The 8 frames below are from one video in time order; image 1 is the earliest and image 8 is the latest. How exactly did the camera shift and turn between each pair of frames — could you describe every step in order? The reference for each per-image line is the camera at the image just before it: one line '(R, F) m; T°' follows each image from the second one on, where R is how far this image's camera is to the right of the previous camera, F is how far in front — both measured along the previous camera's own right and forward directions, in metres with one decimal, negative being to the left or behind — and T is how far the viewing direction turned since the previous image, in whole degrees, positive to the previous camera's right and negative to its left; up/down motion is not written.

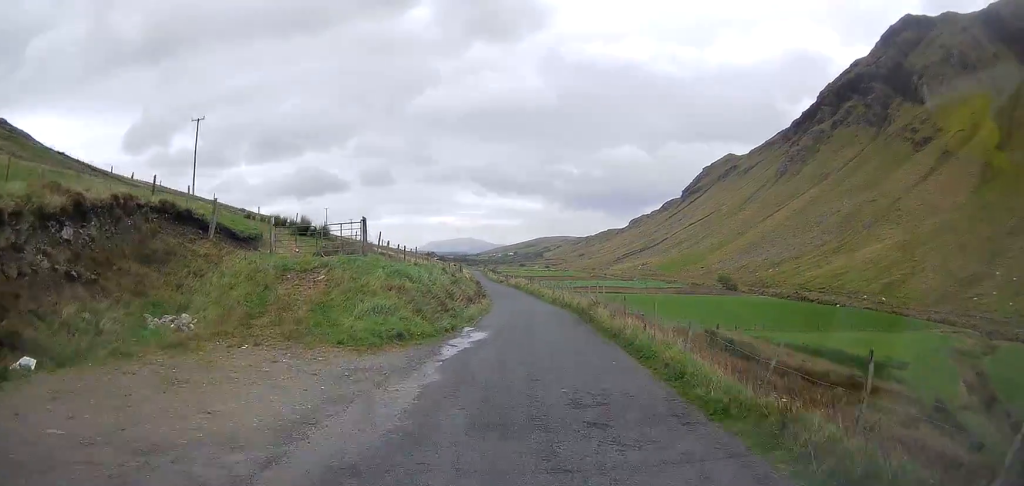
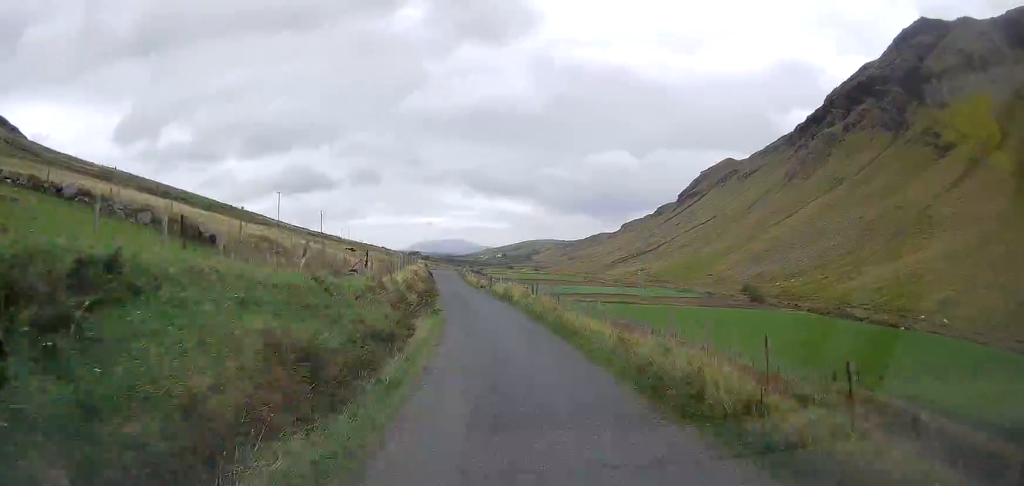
(+0.6, +31.9) m; +1°
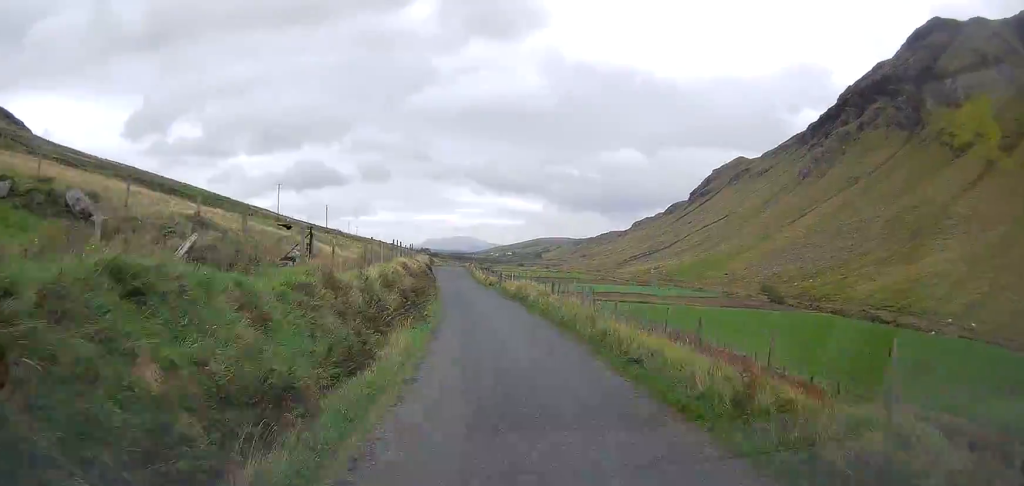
(0.0, +7.4) m; 0°
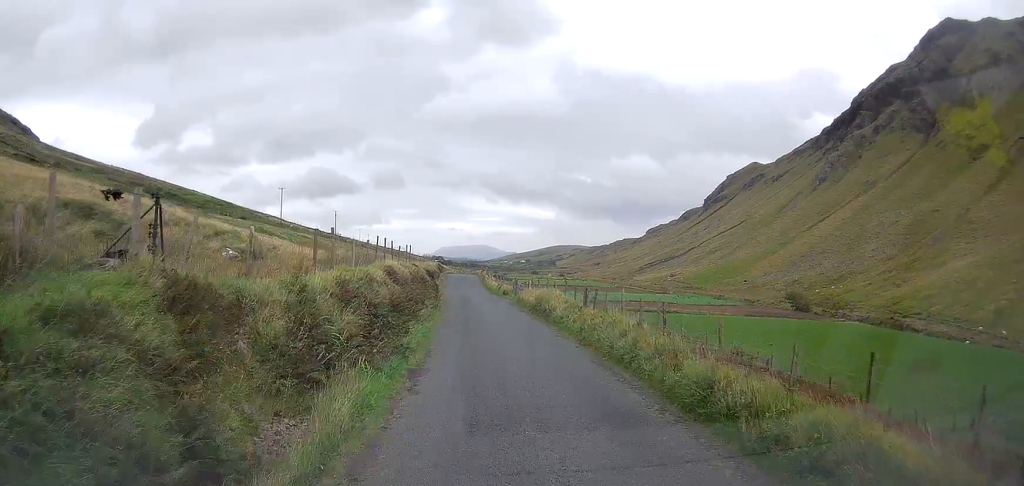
(+0.1, +7.0) m; -1°
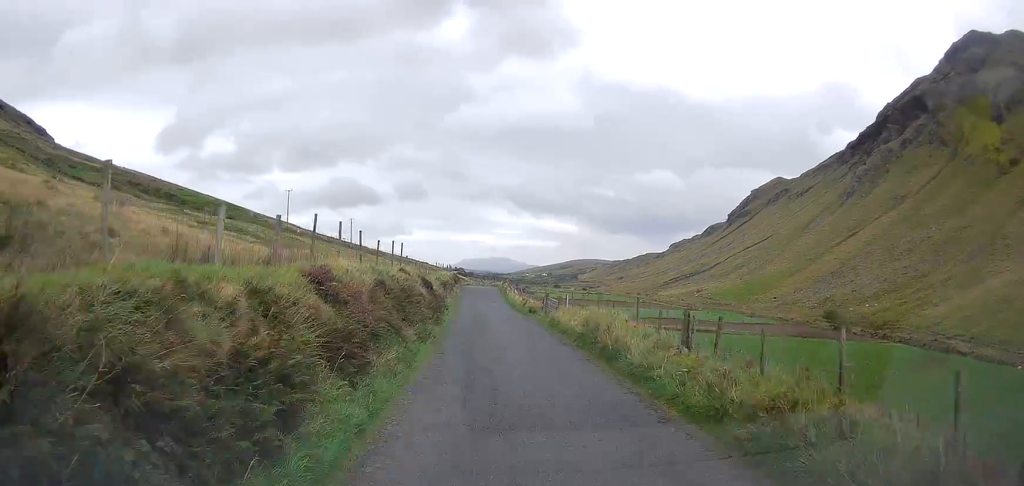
(0.0, +10.4) m; -1°
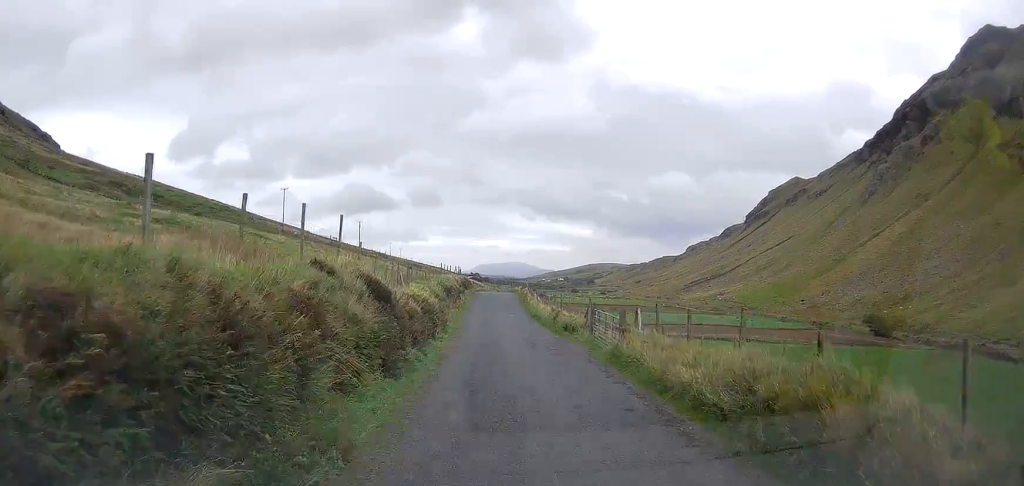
(-0.2, +12.1) m; -1°
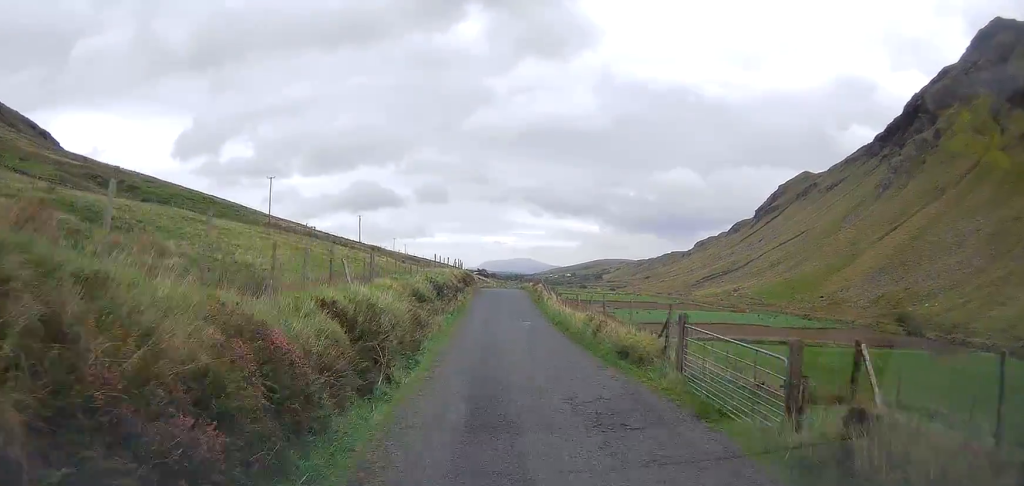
(-0.1, +11.0) m; -1°
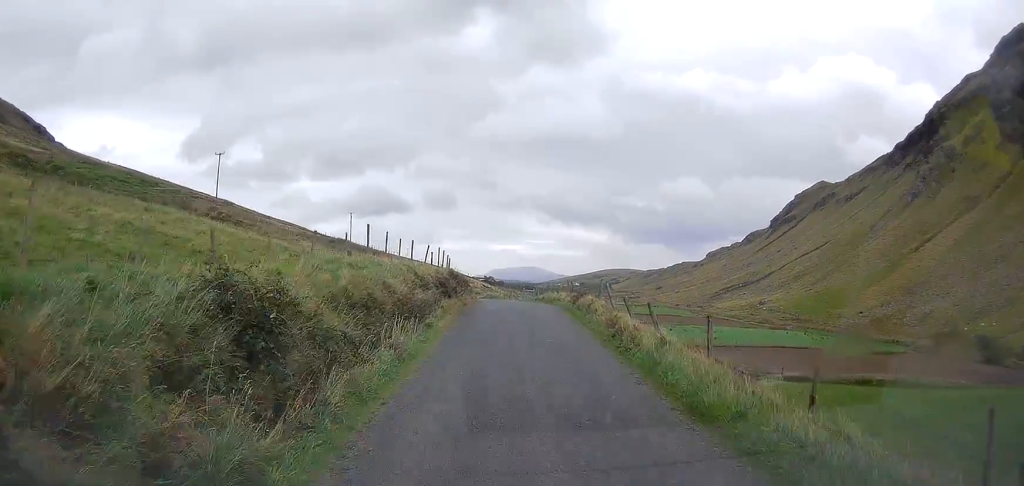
(-0.7, +25.6) m; -2°
